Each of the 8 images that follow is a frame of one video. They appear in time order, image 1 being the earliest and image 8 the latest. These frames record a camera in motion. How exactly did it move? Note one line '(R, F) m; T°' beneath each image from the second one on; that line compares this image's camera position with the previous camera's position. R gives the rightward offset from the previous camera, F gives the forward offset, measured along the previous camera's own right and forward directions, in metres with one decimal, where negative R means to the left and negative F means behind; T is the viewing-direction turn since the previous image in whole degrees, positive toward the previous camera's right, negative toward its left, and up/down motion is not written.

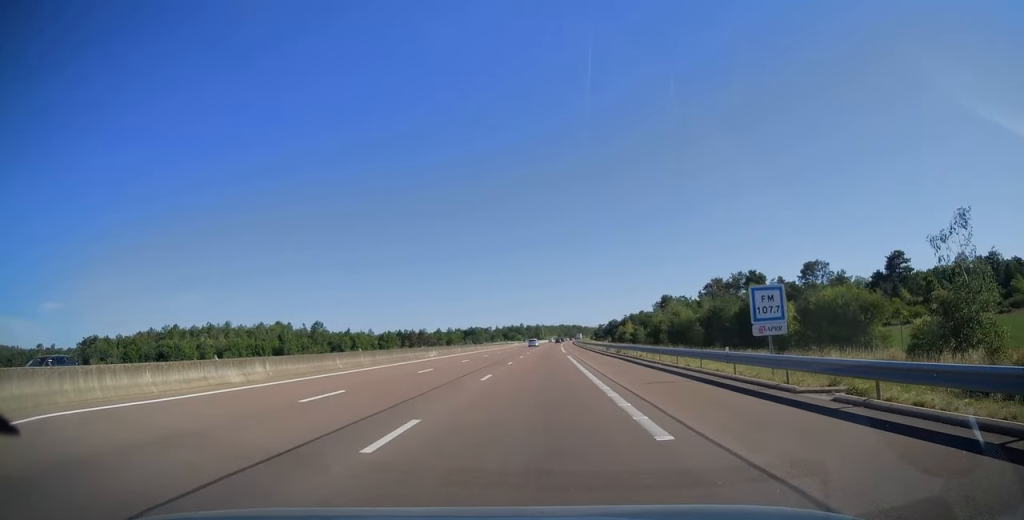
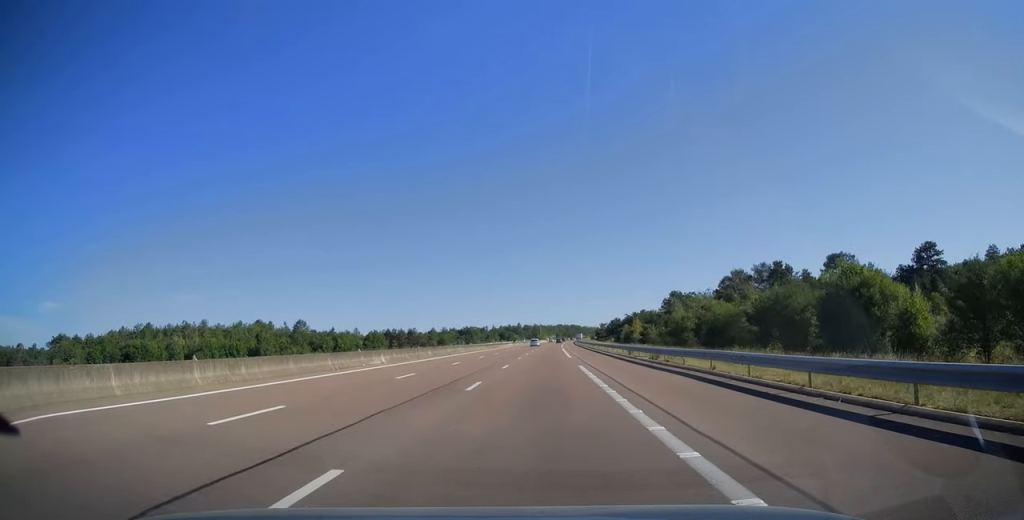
(0.0, +17.1) m; 0°
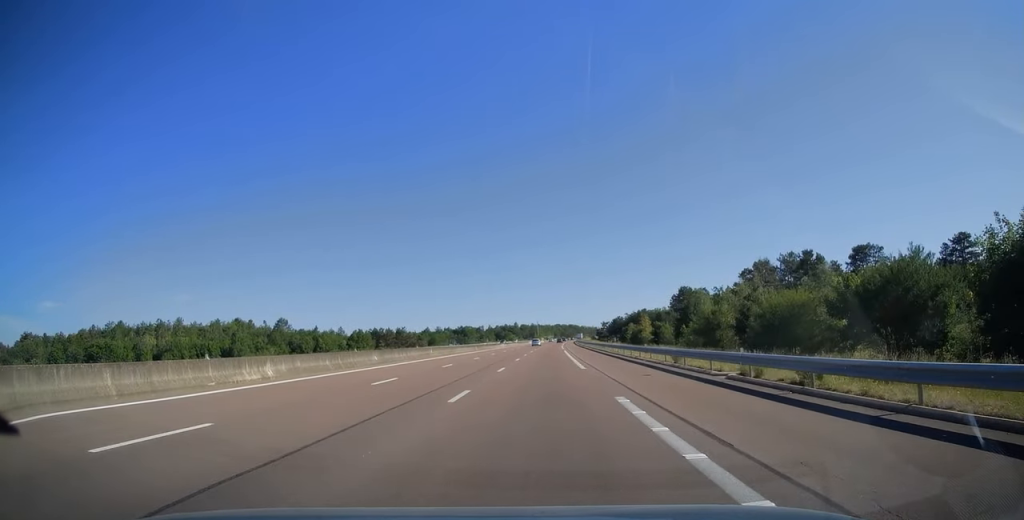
(0.0, +16.0) m; 0°
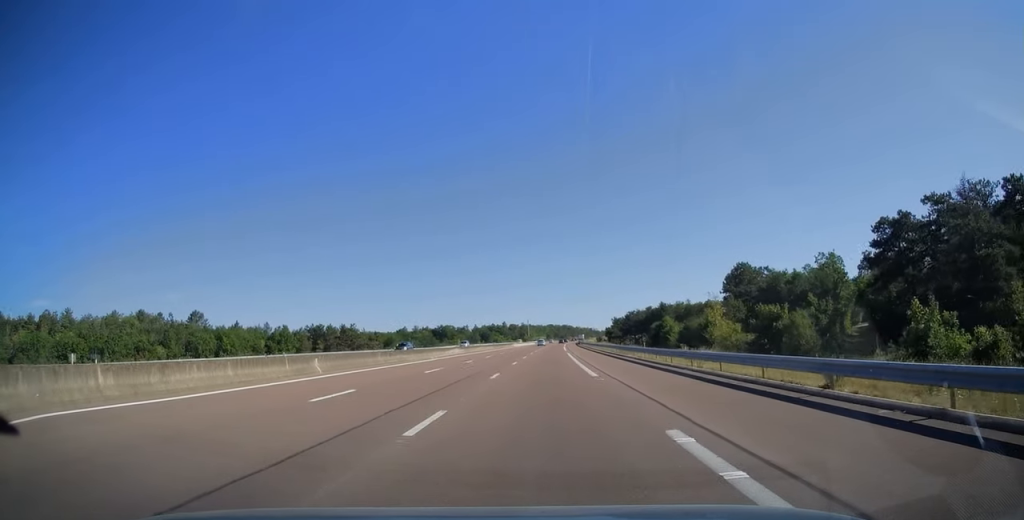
(+0.4, +56.6) m; +1°
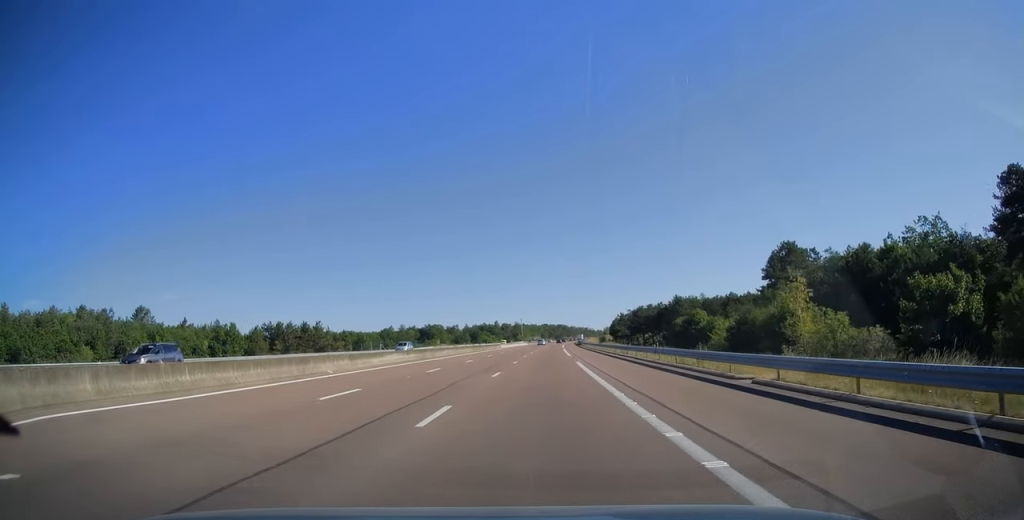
(+0.1, +25.1) m; 0°
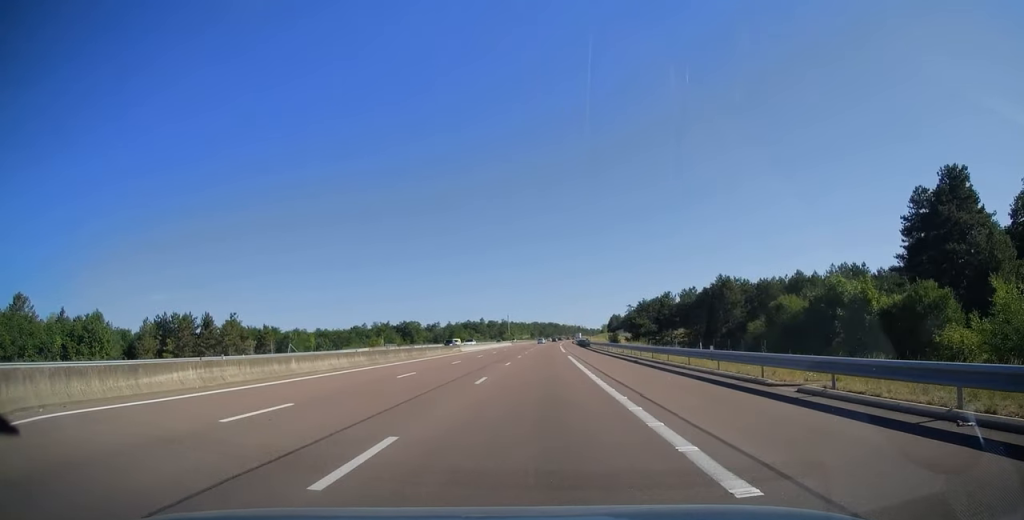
(+0.3, +43.3) m; +1°
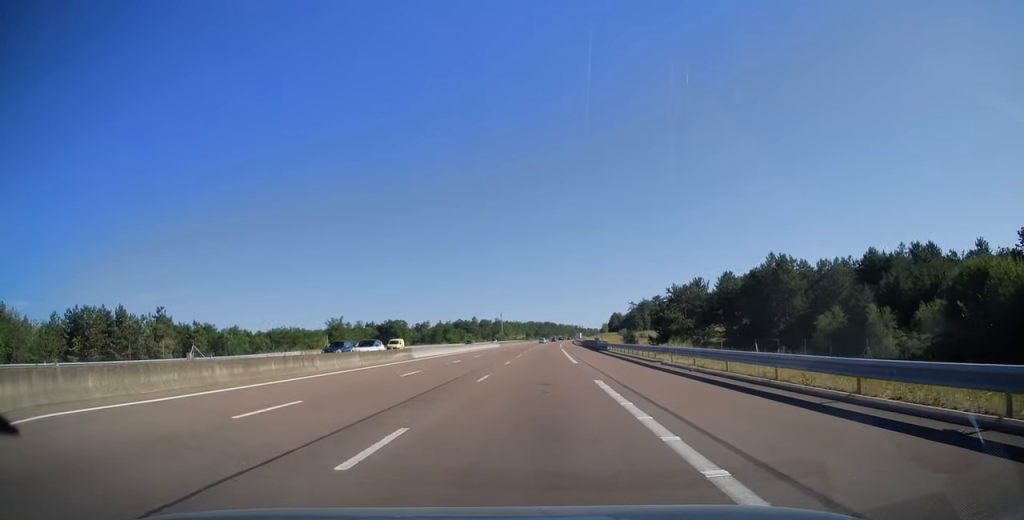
(+0.1, +25.2) m; 0°
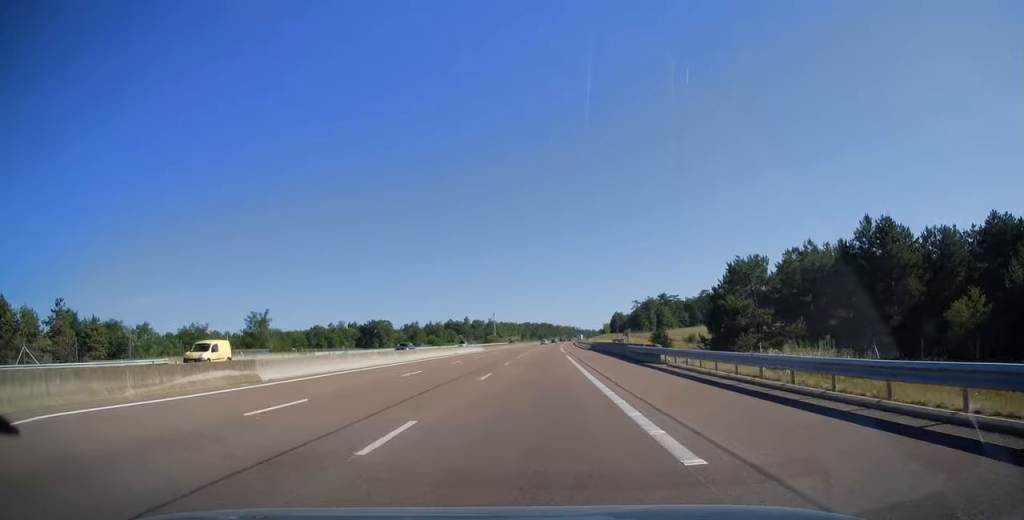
(+0.1, +25.2) m; 0°
